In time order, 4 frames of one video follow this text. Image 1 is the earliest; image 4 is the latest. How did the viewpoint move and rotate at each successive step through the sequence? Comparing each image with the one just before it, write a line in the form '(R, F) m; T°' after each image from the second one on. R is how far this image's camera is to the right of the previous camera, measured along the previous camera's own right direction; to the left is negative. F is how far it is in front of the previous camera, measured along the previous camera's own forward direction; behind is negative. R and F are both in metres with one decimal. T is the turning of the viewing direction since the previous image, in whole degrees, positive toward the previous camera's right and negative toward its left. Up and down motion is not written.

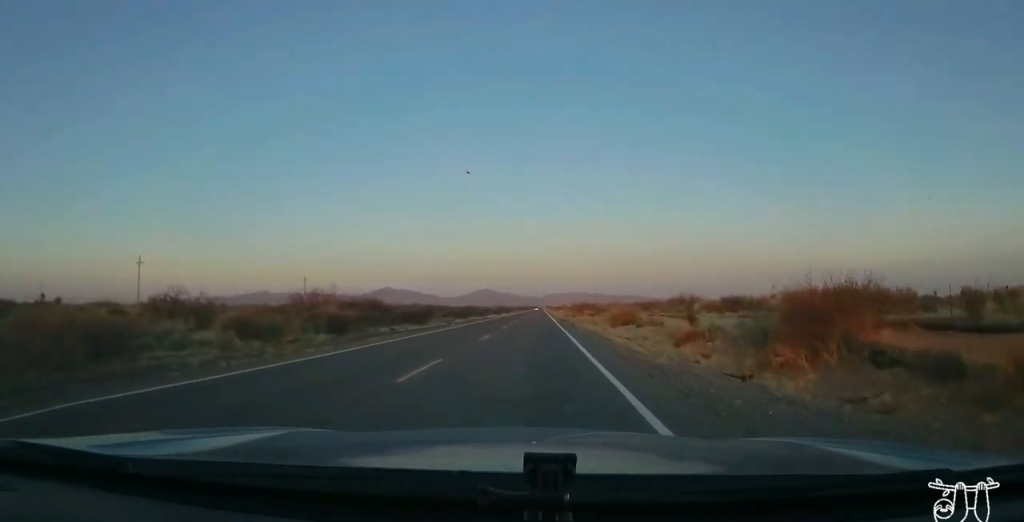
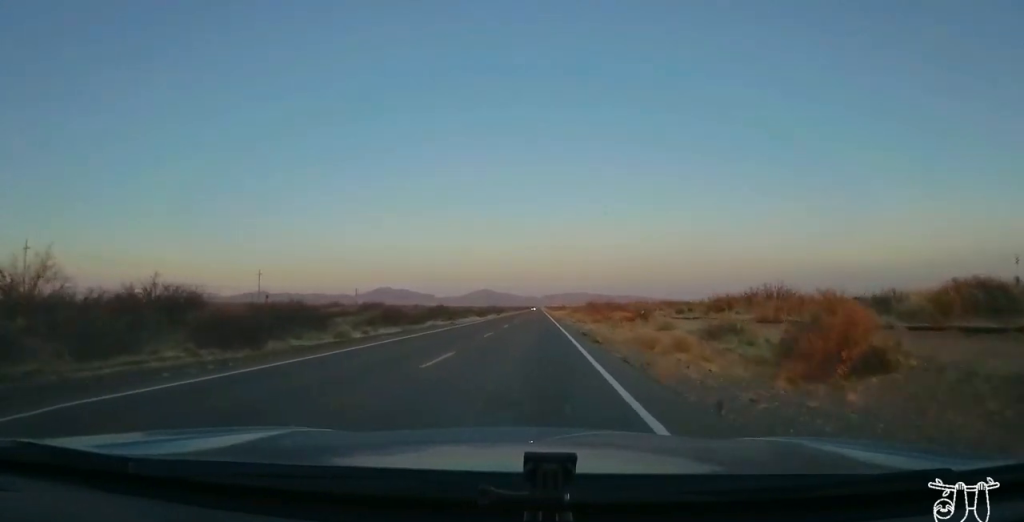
(+0.5, +33.2) m; +1°
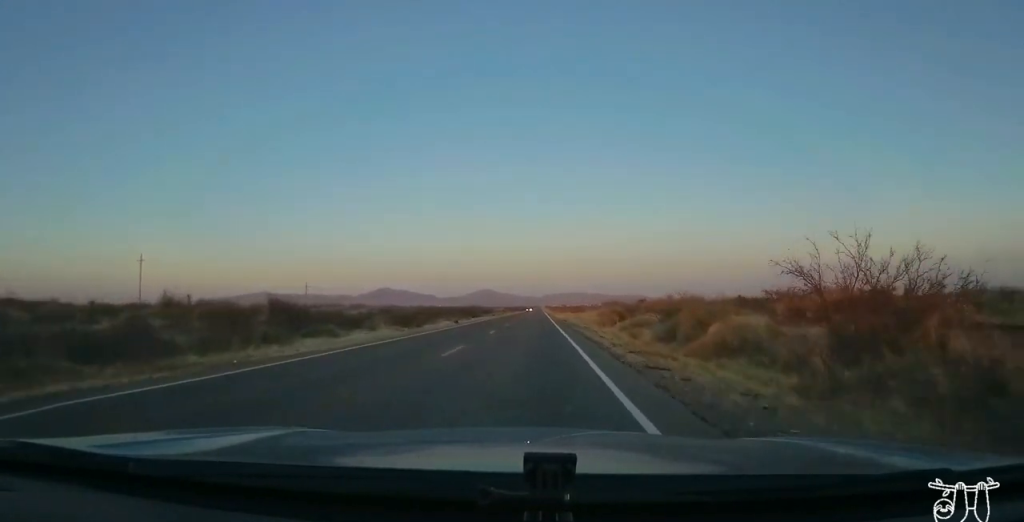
(+0.1, +56.7) m; 0°
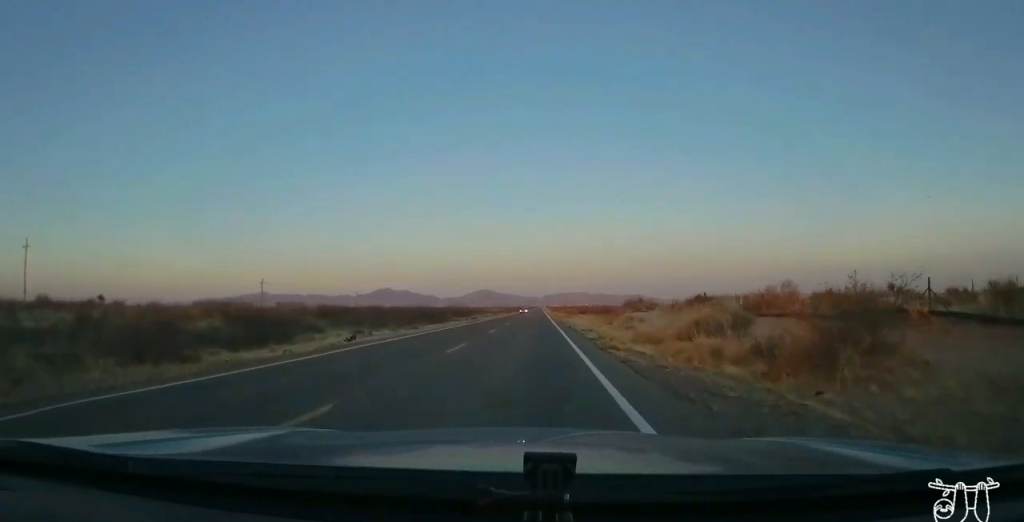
(0.0, +34.1) m; 0°
